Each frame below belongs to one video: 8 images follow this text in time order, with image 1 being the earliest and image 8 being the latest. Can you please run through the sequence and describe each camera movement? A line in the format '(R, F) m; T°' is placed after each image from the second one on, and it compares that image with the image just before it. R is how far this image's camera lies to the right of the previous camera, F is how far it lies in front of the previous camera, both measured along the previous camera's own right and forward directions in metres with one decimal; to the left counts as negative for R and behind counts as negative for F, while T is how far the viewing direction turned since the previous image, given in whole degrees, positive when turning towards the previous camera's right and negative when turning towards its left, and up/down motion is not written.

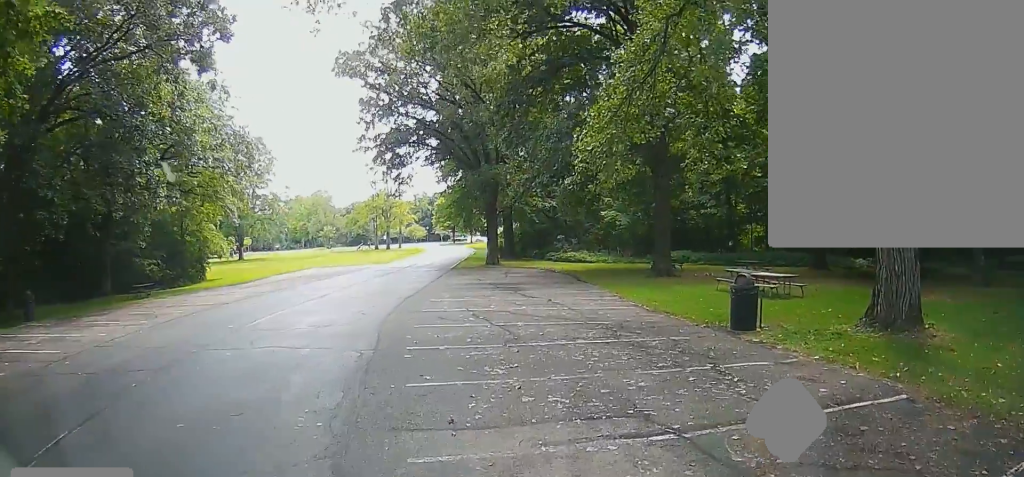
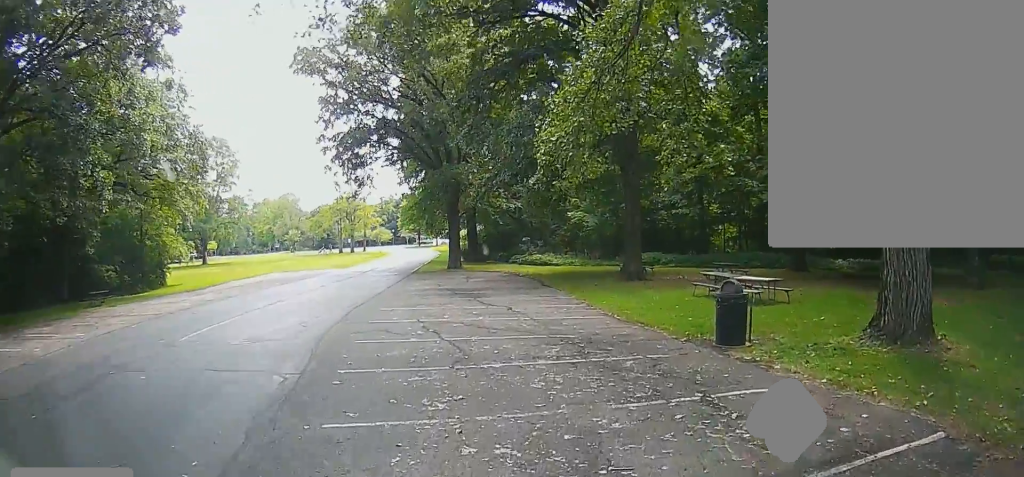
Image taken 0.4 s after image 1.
(0.0, +1.9) m; +3°
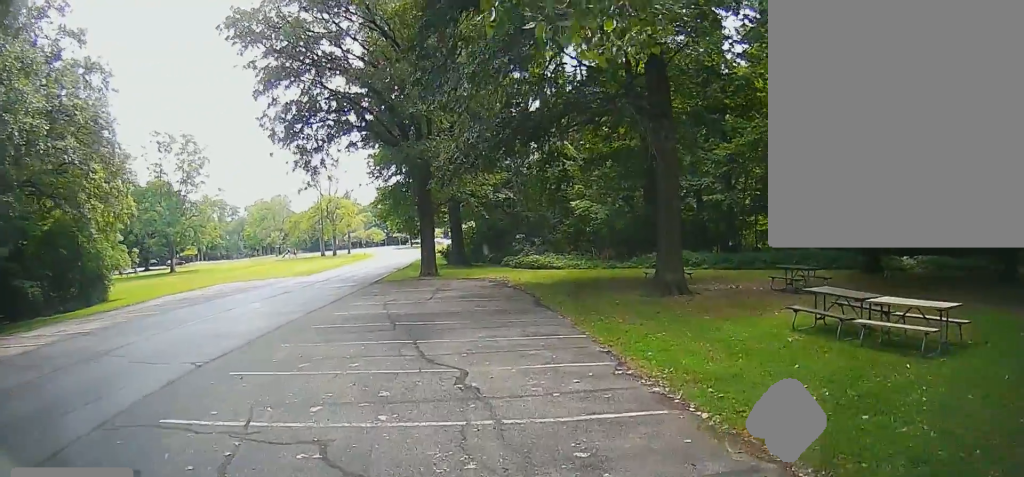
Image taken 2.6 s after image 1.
(+1.5, +9.5) m; +14°
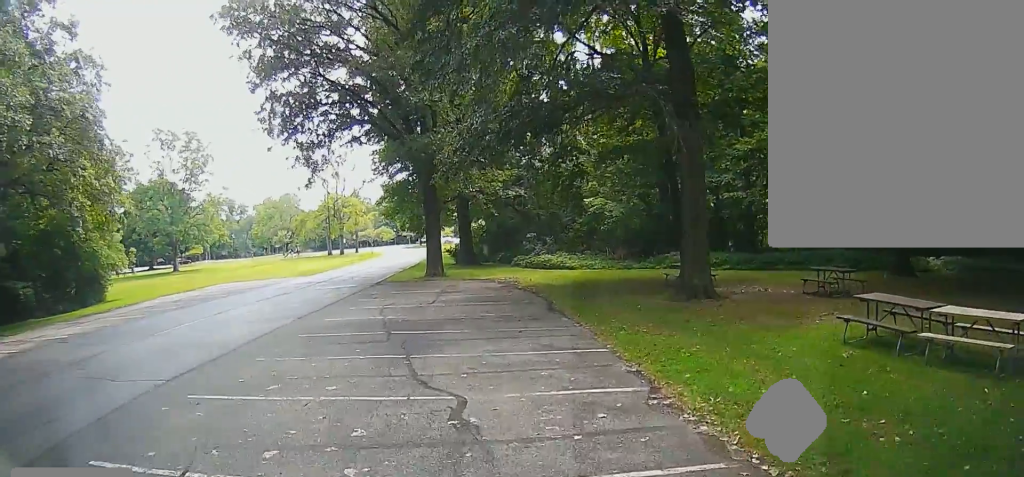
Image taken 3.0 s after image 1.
(0.0, +1.7) m; 0°
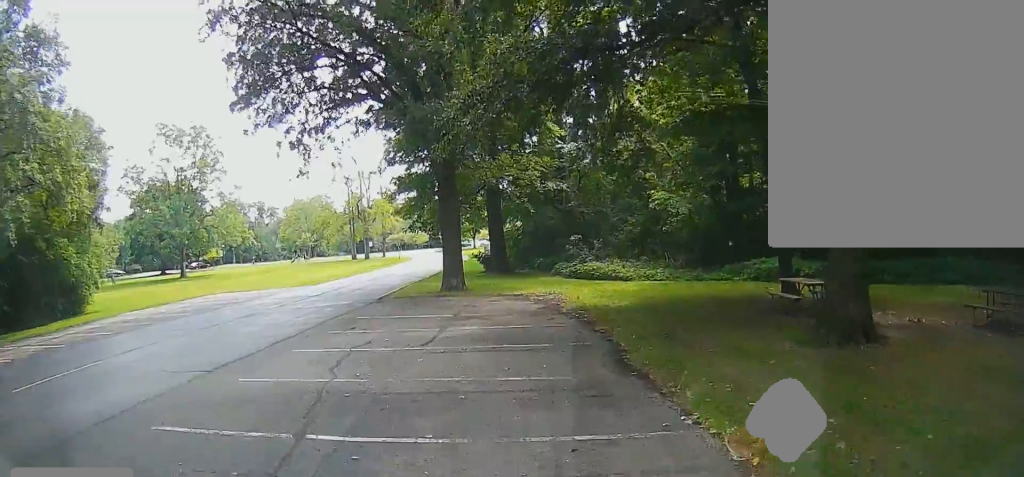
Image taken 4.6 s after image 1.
(0.0, +6.0) m; 0°
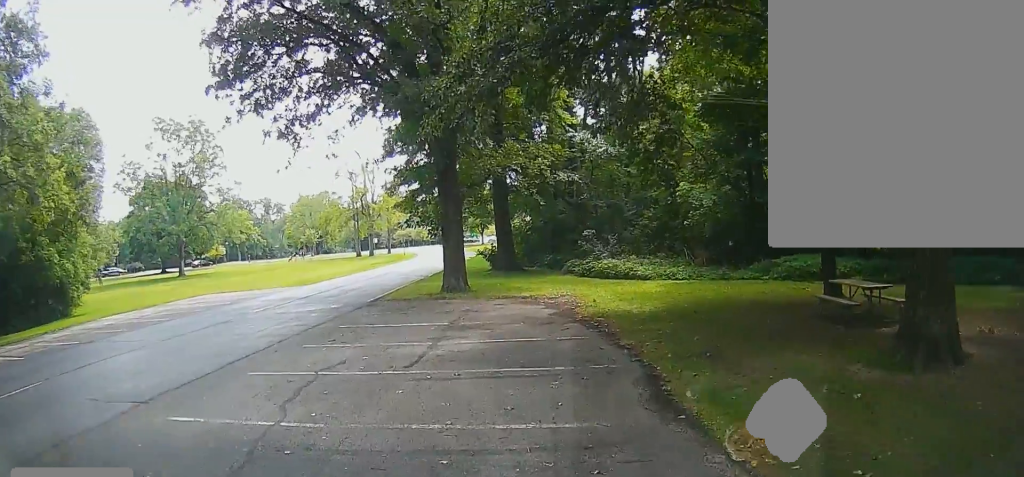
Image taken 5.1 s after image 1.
(0.0, +2.1) m; 0°
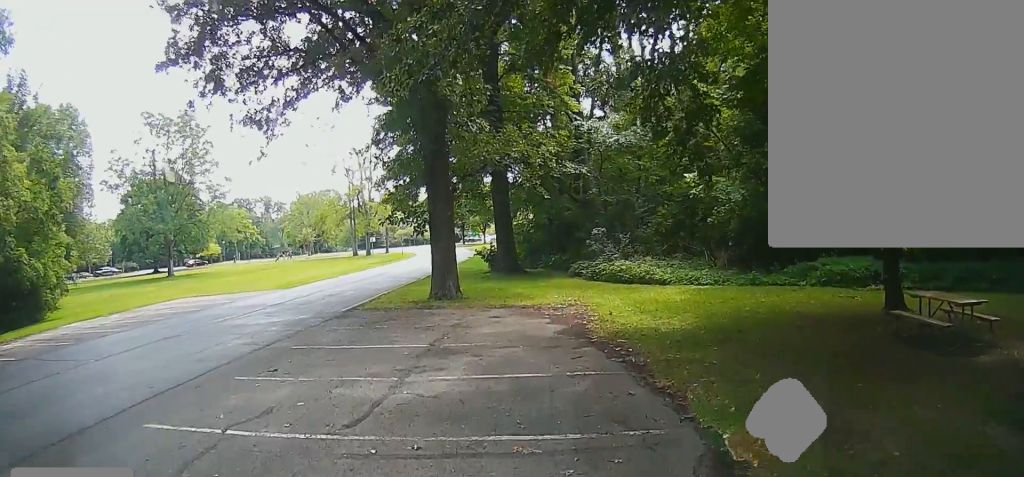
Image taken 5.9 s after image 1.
(0.0, +2.9) m; 0°
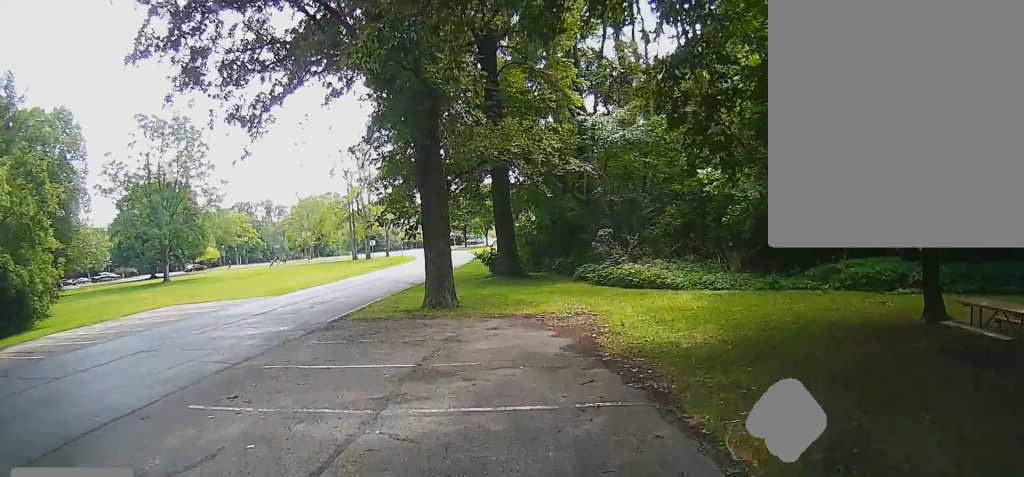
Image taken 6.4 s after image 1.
(0.0, +1.6) m; 0°
